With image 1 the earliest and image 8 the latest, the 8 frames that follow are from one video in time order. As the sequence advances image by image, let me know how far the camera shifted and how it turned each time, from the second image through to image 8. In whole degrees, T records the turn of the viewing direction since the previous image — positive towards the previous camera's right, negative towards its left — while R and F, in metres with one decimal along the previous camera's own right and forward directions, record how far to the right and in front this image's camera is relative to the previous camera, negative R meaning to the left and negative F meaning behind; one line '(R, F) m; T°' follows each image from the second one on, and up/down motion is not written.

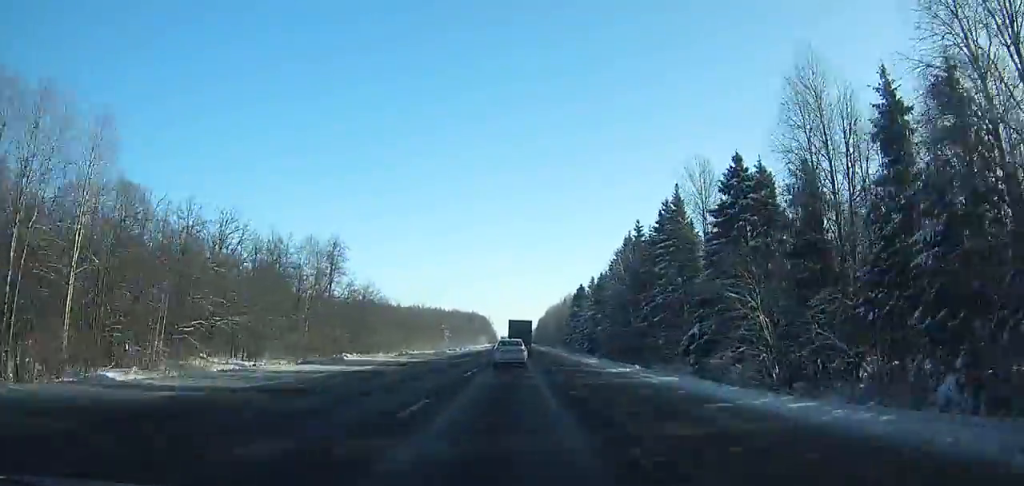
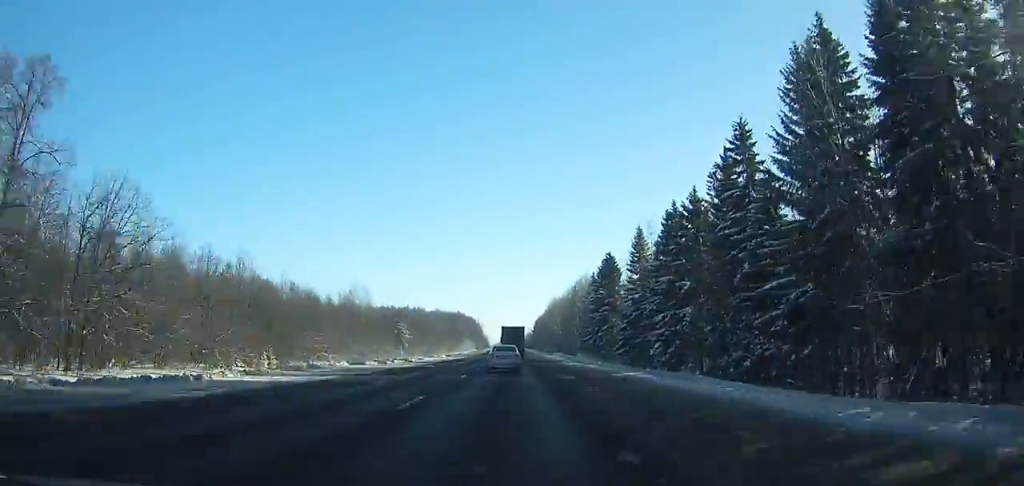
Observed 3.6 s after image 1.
(+0.4, +70.7) m; 0°
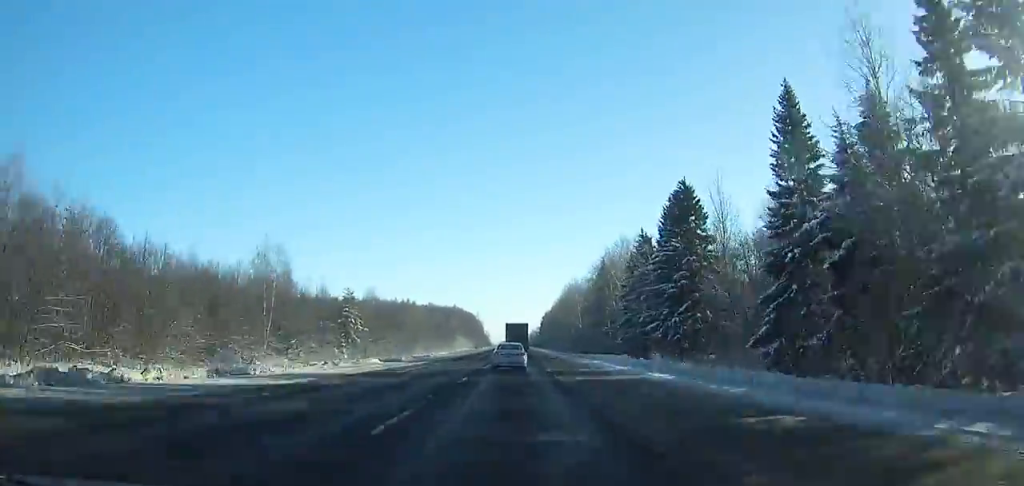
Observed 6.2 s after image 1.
(-0.1, +51.4) m; 0°
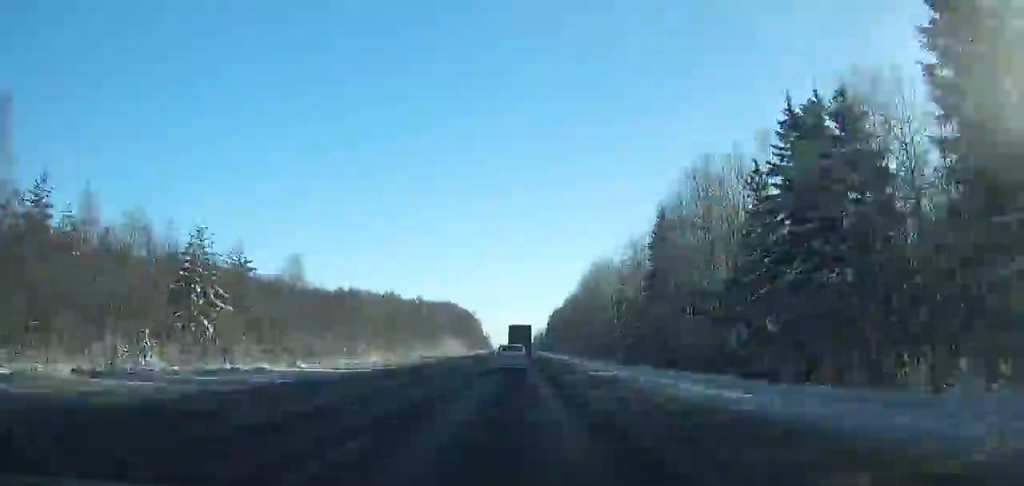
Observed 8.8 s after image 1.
(0.0, +51.5) m; 0°
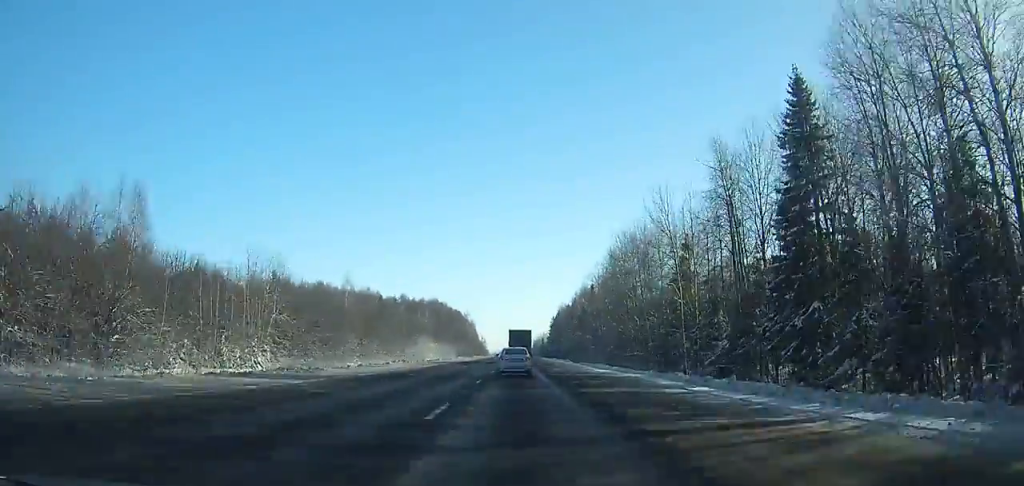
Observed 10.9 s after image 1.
(-0.1, +41.8) m; 0°
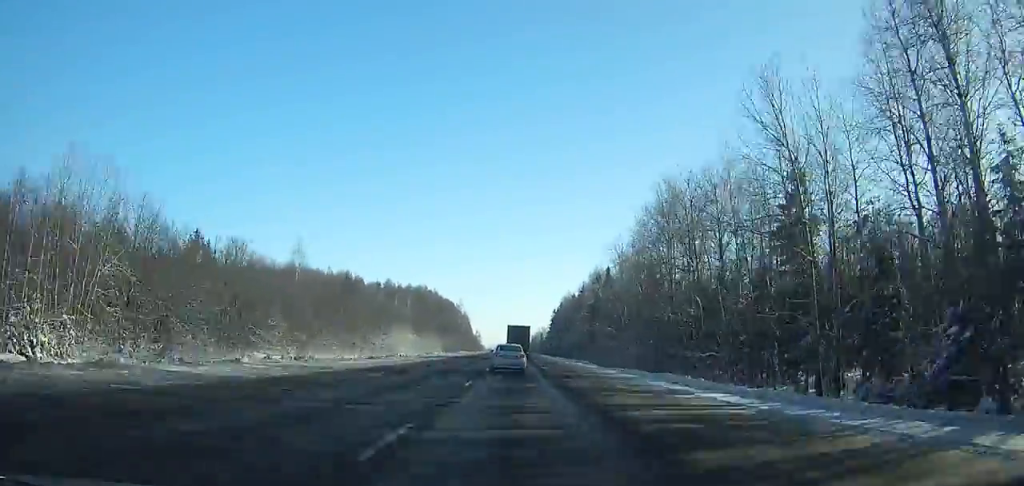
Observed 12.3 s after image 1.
(-0.1, +27.9) m; 0°
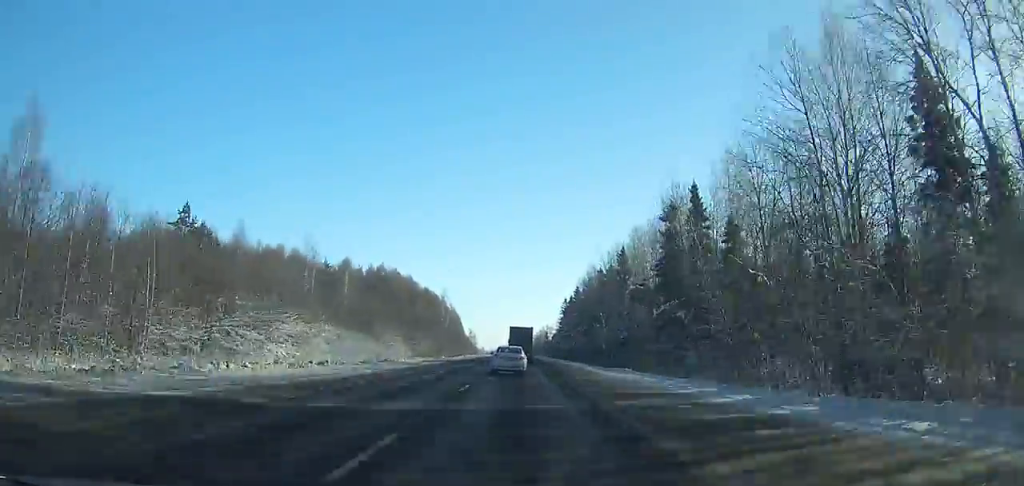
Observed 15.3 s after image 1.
(0.0, +60.0) m; 0°
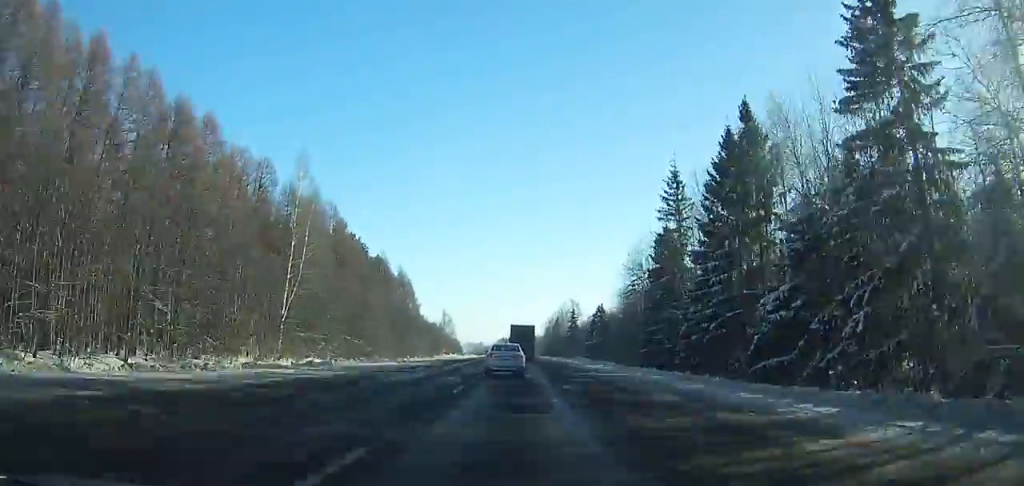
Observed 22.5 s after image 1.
(+0.8, +143.9) m; +1°
